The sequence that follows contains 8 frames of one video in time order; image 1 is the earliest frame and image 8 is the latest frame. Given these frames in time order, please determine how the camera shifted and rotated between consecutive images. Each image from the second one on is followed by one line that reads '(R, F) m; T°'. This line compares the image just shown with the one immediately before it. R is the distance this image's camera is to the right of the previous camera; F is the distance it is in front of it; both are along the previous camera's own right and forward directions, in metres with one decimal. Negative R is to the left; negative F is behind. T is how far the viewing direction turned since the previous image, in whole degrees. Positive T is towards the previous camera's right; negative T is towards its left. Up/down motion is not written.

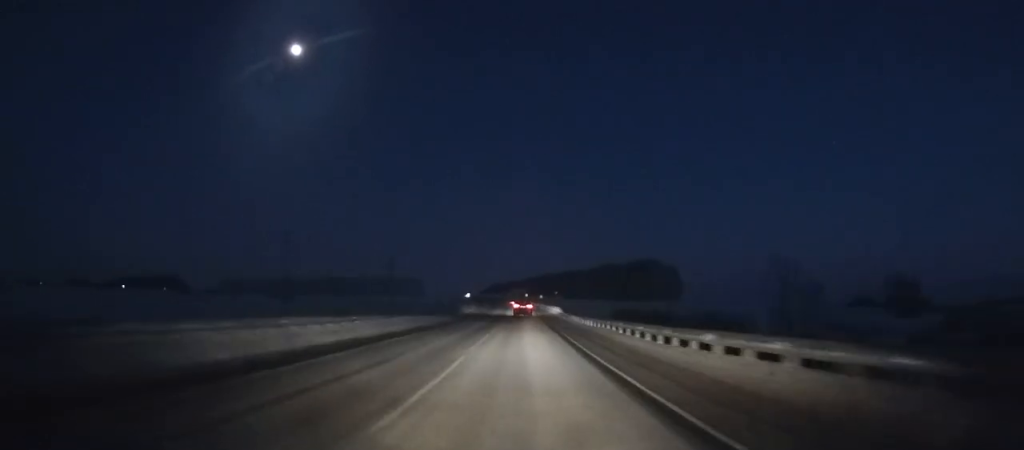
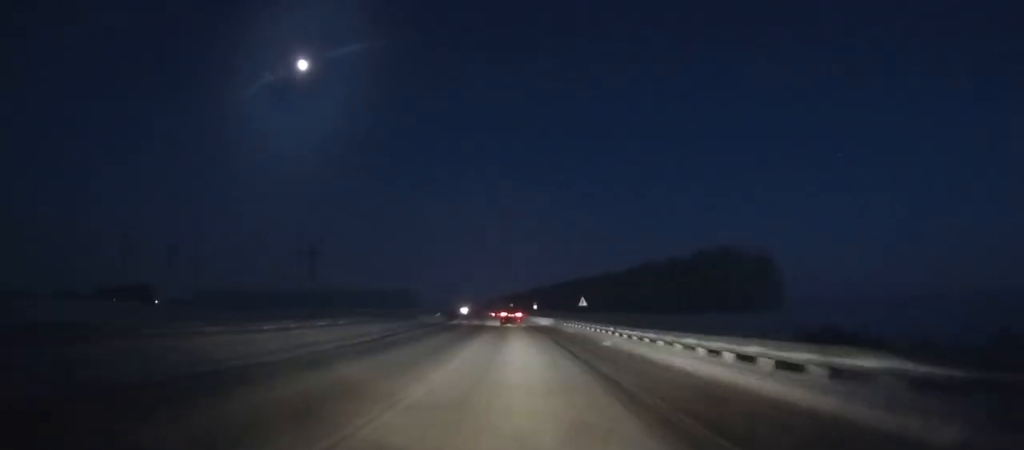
(0.0, +82.1) m; -1°
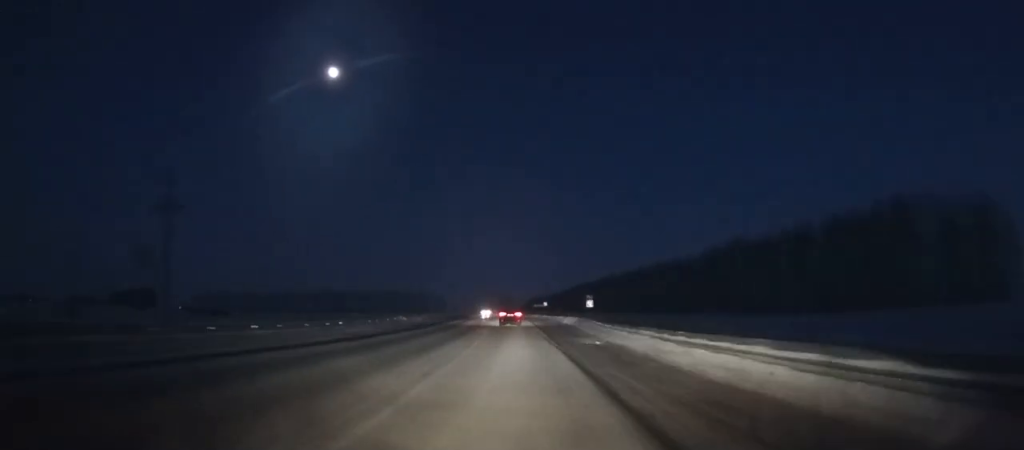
(-1.0, +63.1) m; -2°
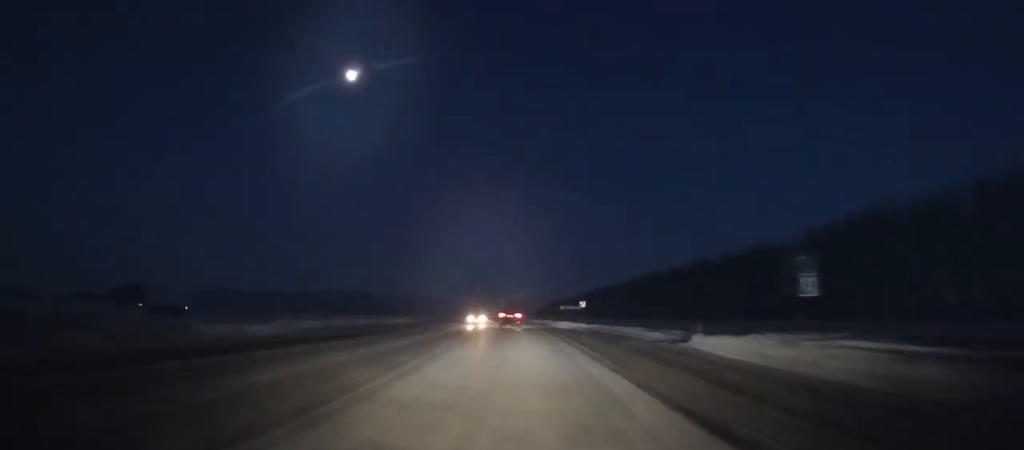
(-1.0, +51.2) m; -2°
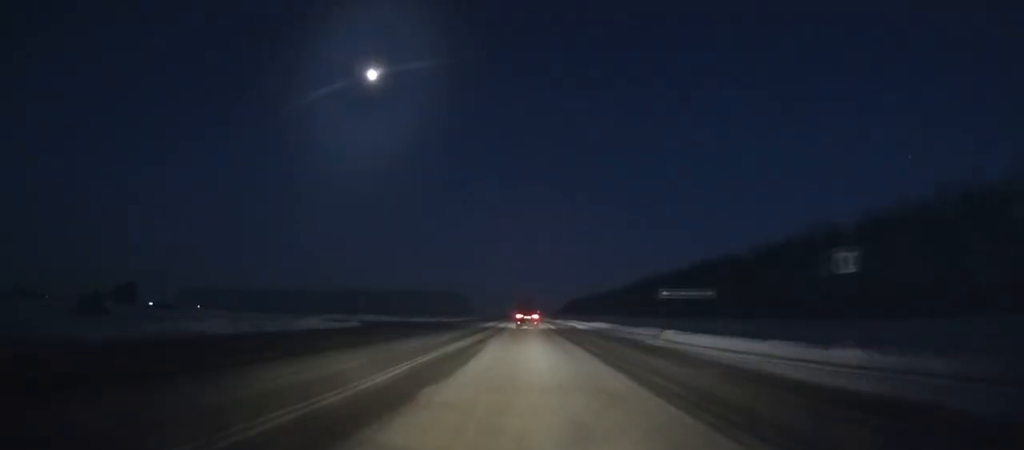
(-0.8, +57.3) m; -1°
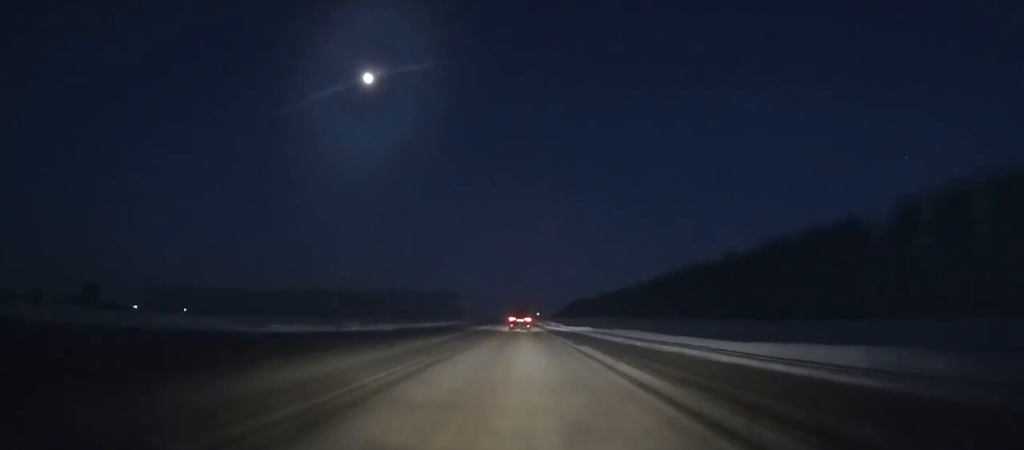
(-0.6, +63.3) m; -1°
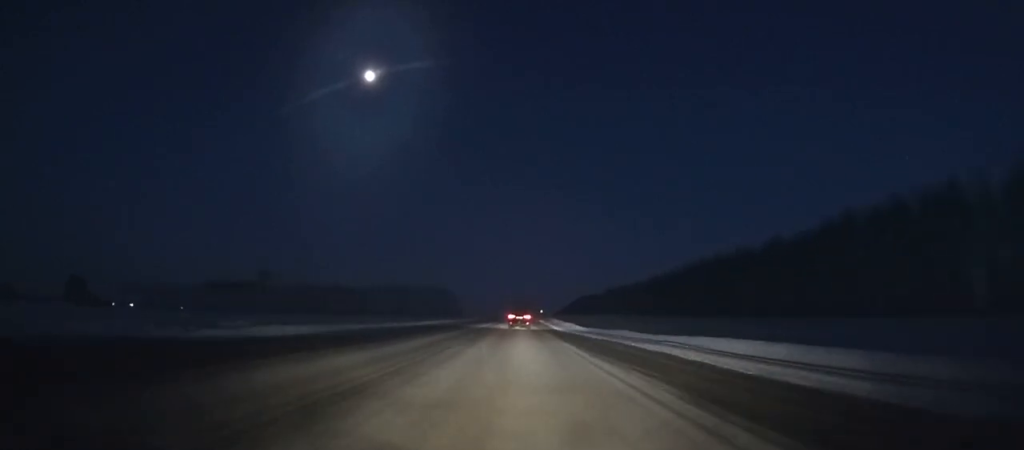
(-0.1, +26.2) m; 0°
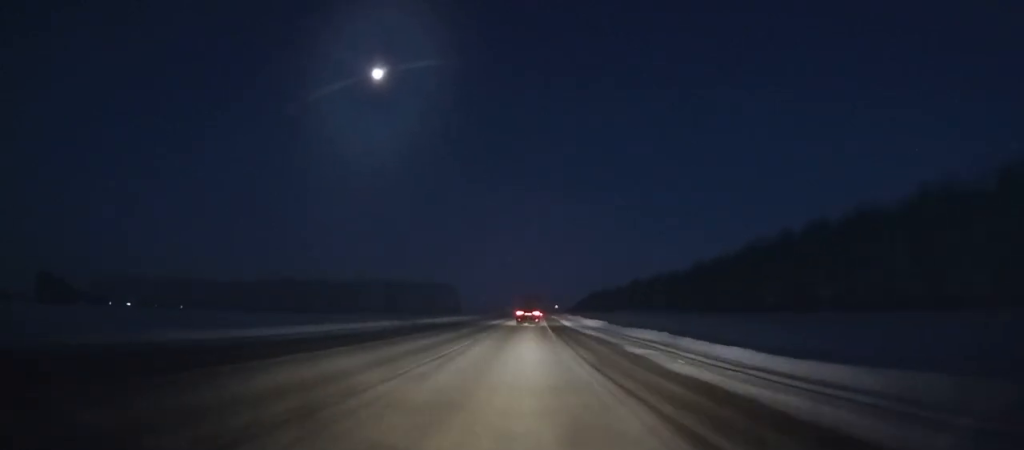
(-0.1, +52.3) m; 0°
